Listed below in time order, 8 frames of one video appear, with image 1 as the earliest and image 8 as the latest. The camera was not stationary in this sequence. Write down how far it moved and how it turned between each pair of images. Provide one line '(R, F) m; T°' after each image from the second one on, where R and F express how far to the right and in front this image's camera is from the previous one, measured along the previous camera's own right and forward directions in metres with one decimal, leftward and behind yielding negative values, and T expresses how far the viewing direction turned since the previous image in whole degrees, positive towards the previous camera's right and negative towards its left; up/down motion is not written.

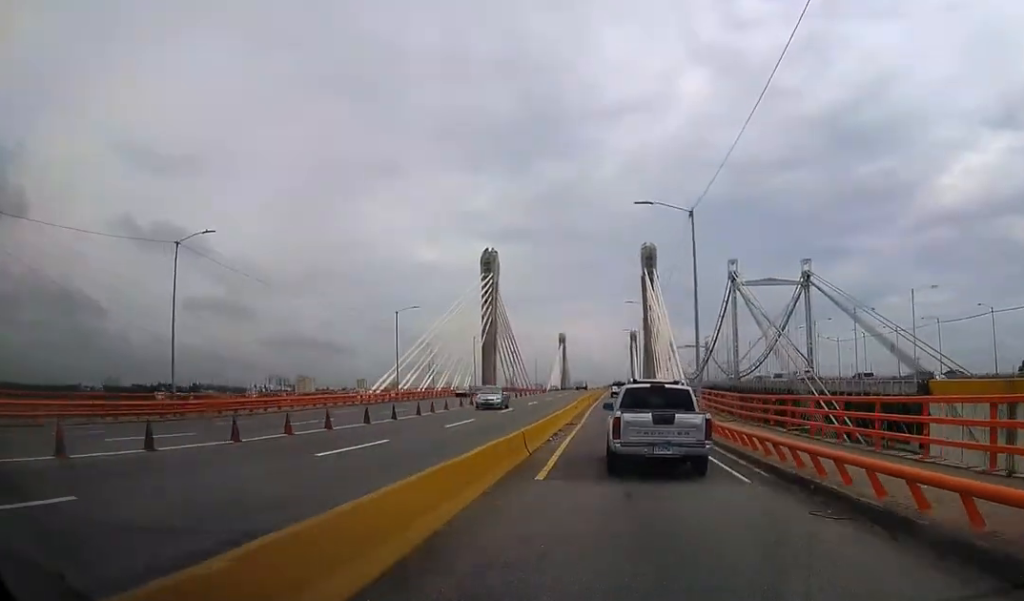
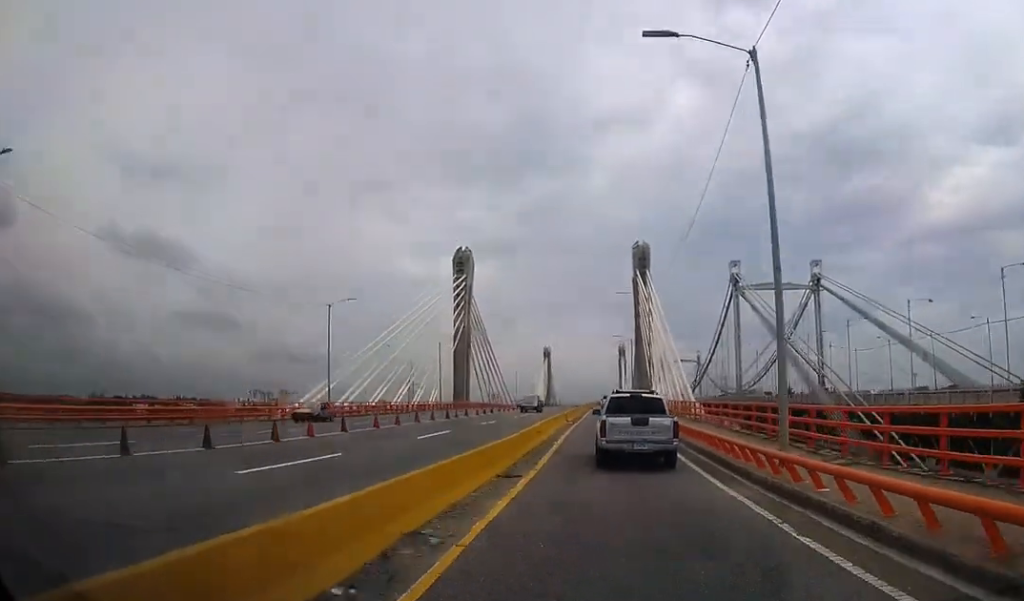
(+0.2, +16.9) m; 0°
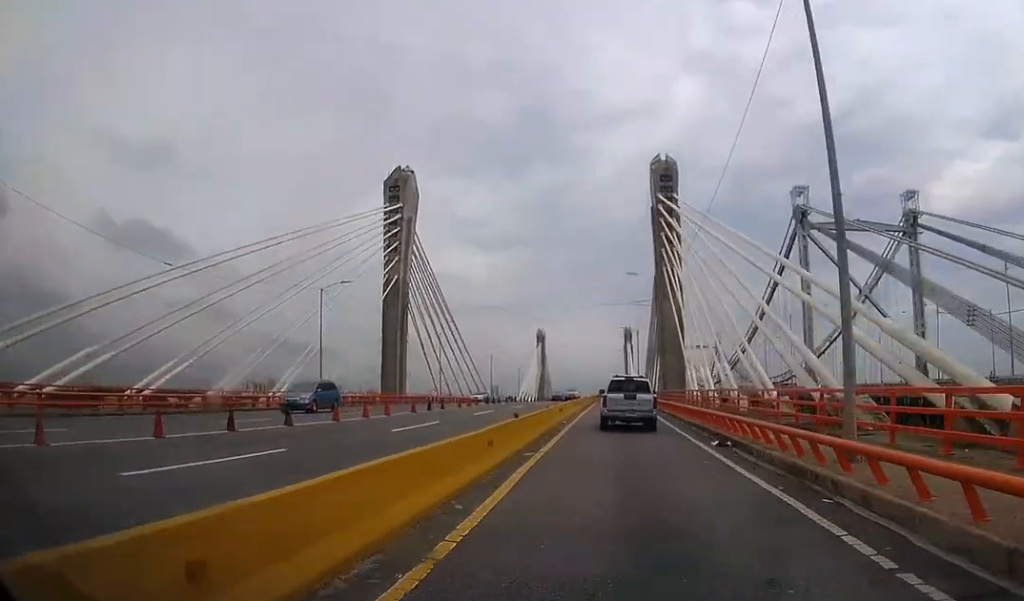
(-0.6, +42.9) m; -1°
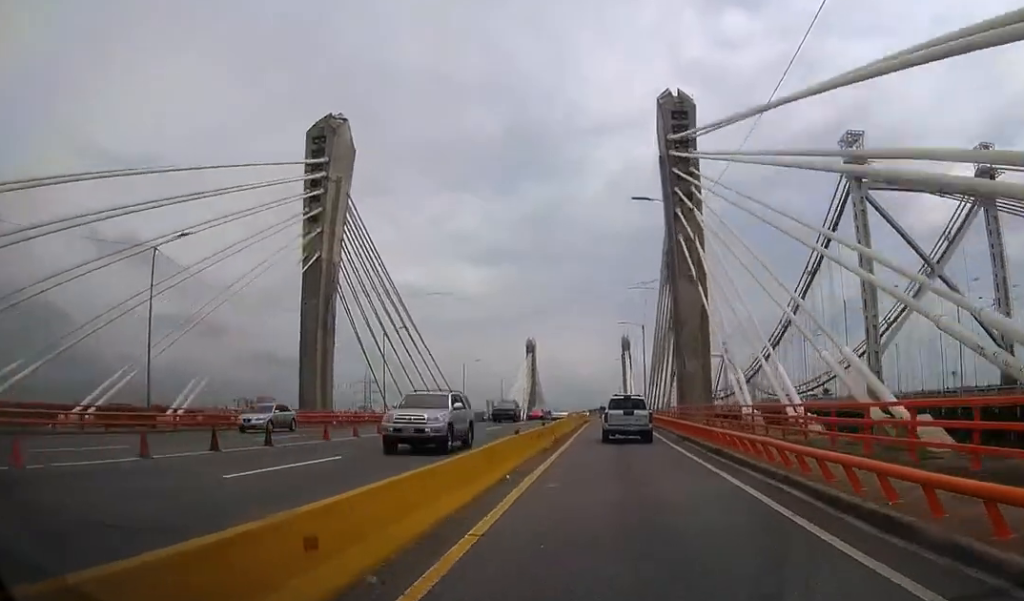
(0.0, +22.7) m; 0°
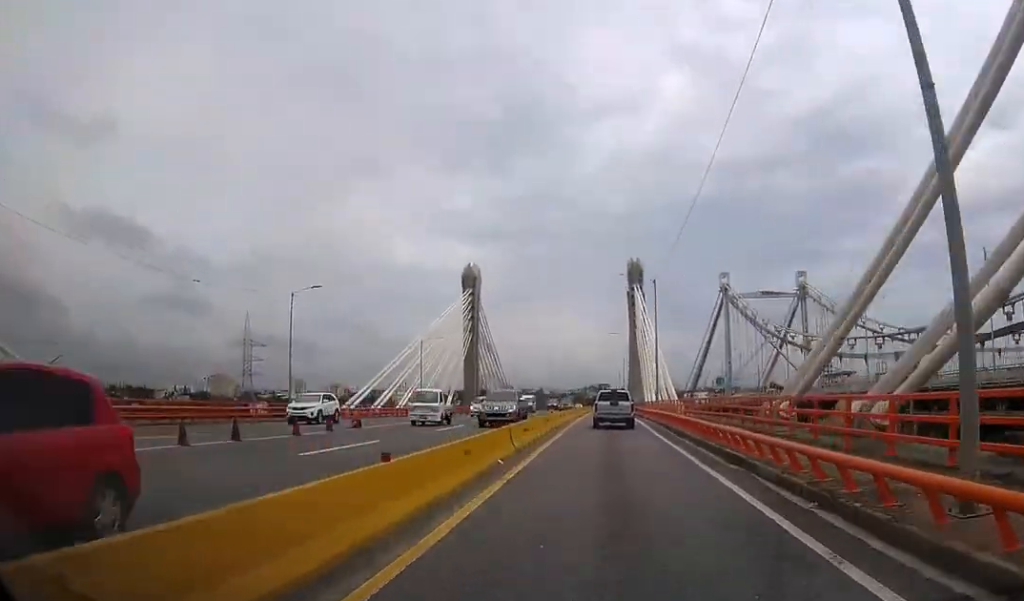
(+0.7, +99.6) m; 0°
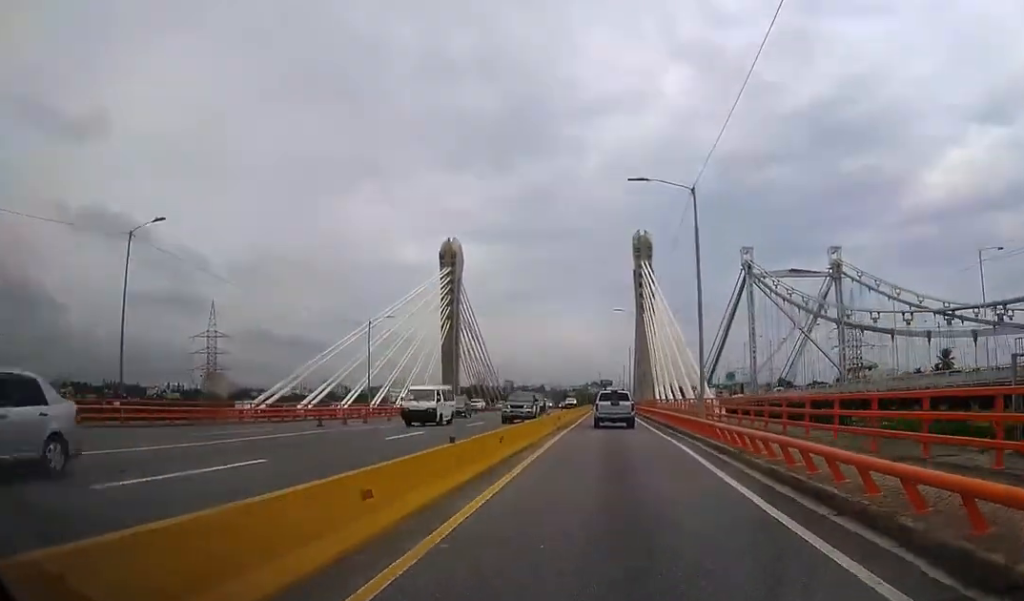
(0.0, +21.0) m; 0°
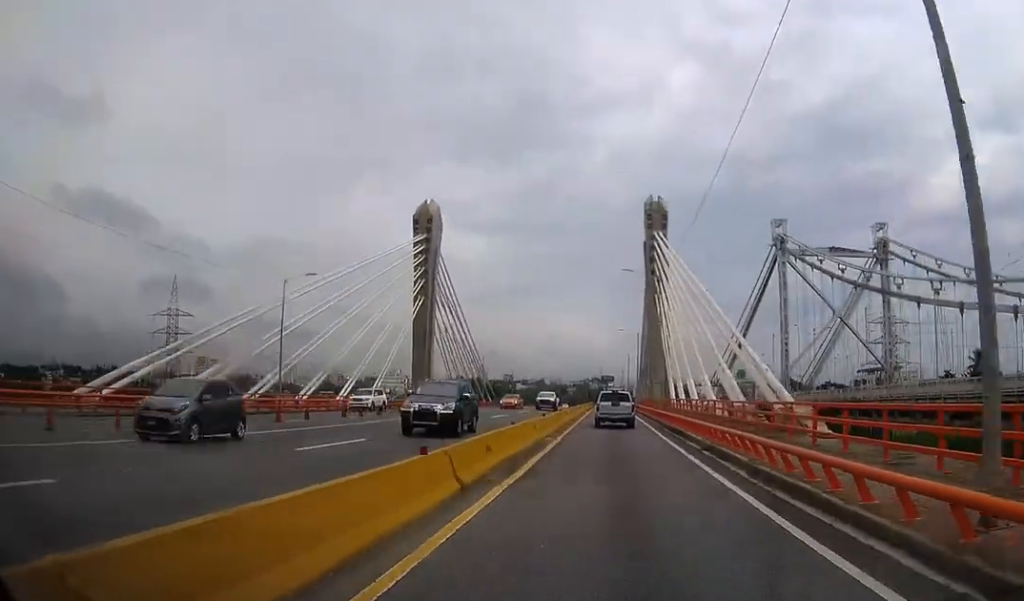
(0.0, +19.6) m; 0°
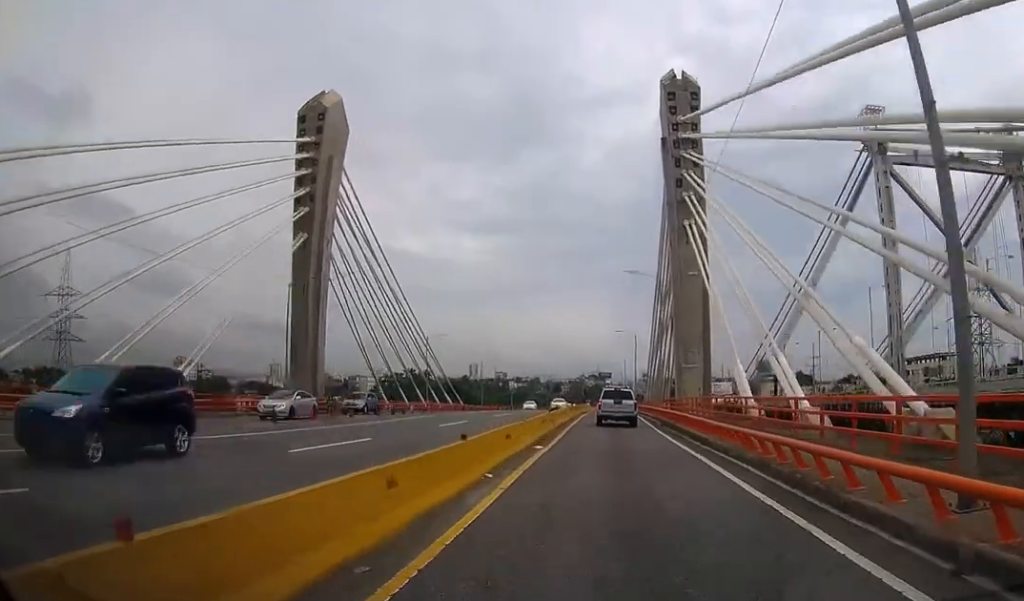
(-0.1, +40.2) m; 0°
